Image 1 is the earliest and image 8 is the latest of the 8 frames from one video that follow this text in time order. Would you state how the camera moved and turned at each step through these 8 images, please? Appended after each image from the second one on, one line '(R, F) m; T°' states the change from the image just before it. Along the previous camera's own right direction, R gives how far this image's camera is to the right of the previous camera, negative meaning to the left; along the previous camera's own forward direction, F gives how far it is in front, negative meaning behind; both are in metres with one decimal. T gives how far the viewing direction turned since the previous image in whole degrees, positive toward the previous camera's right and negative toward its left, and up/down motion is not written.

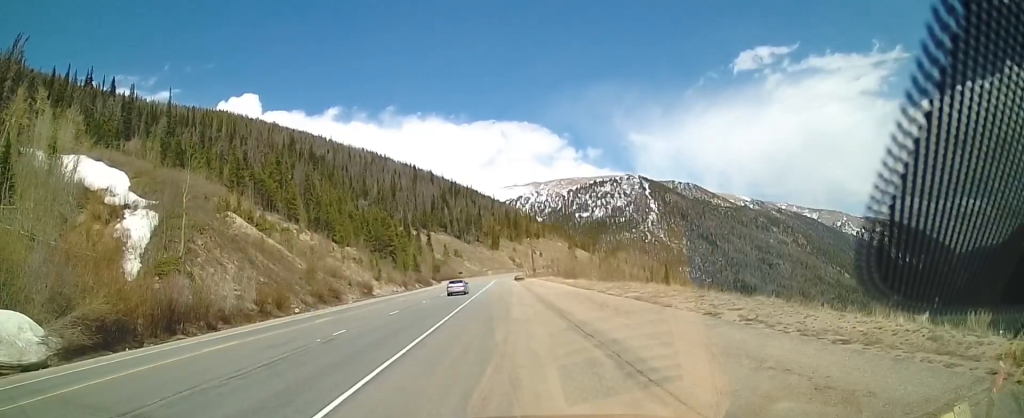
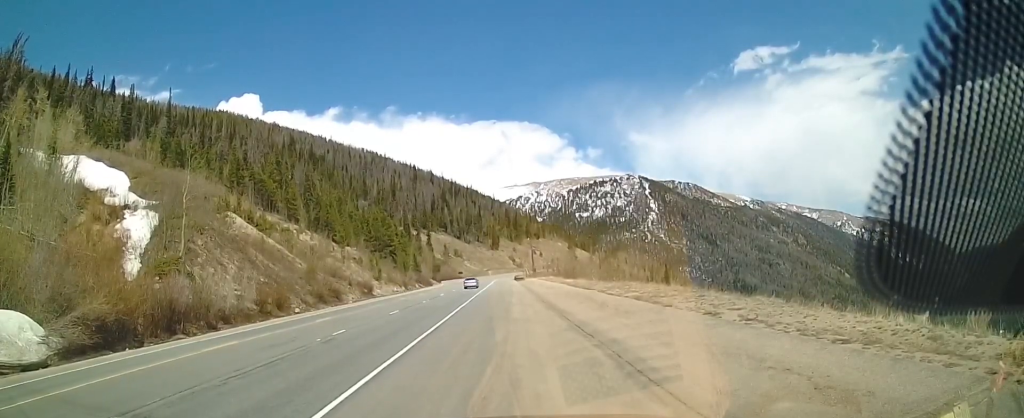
(0.0, +0.2) m; 0°
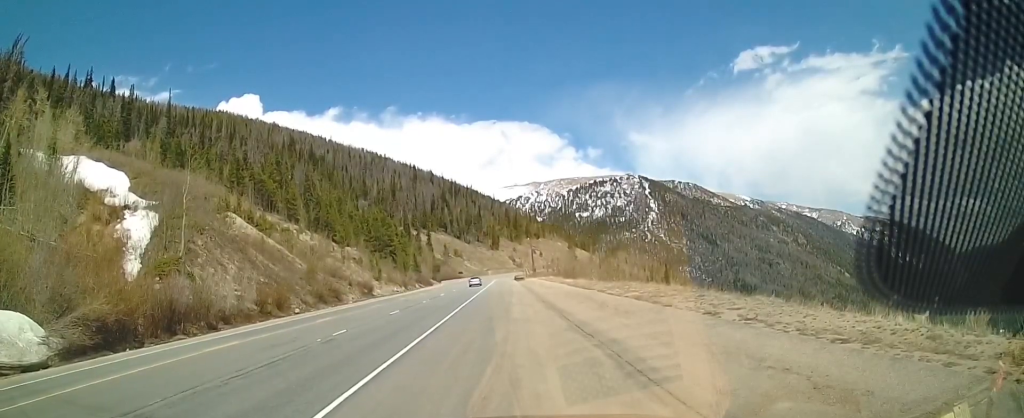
(0.0, +0.1) m; 0°
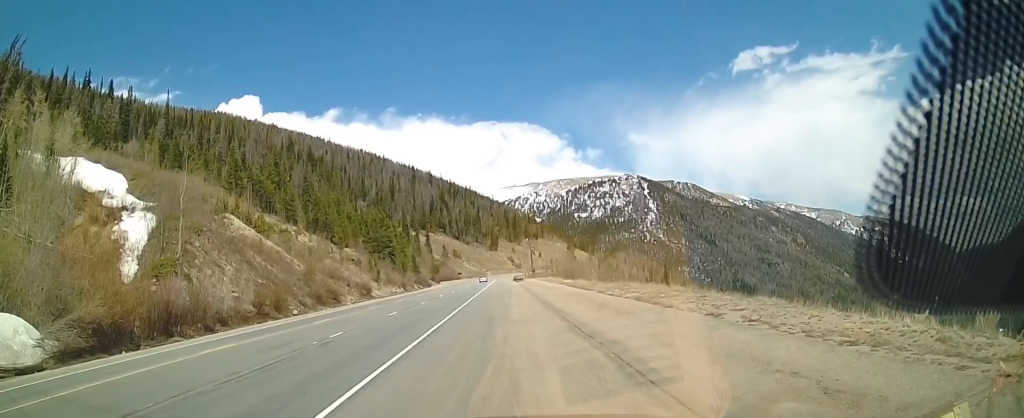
(0.0, +0.3) m; 0°
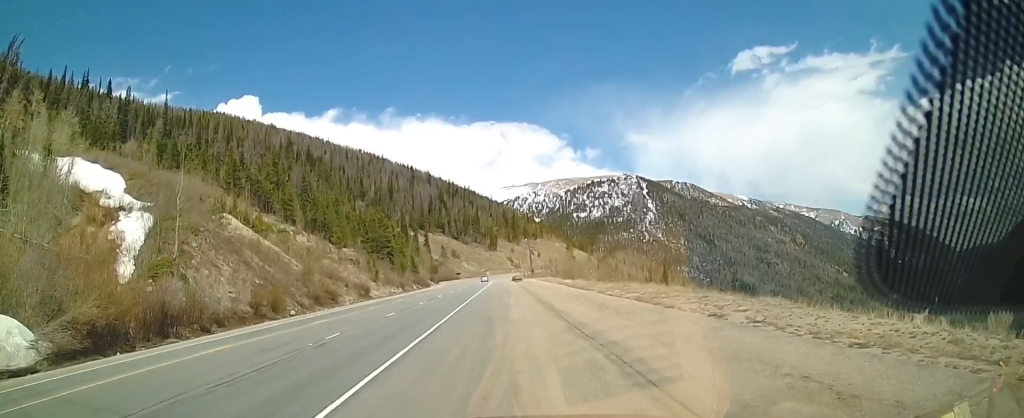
(0.0, +0.3) m; 0°
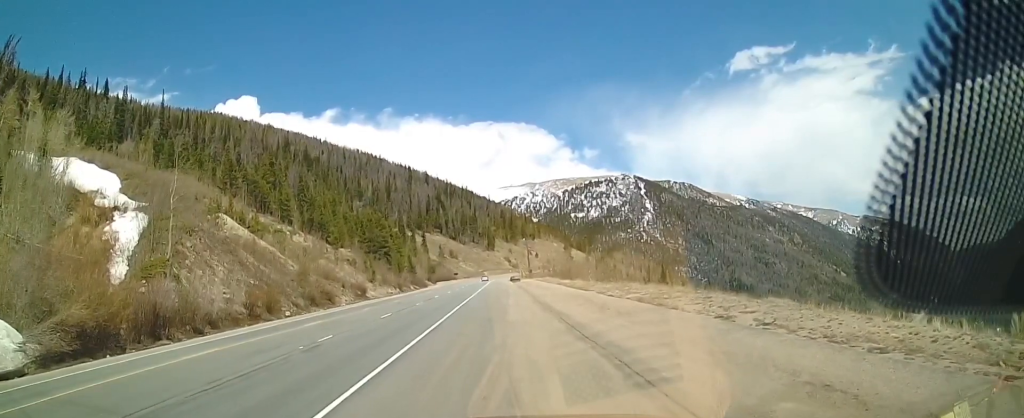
(0.0, +0.5) m; 0°
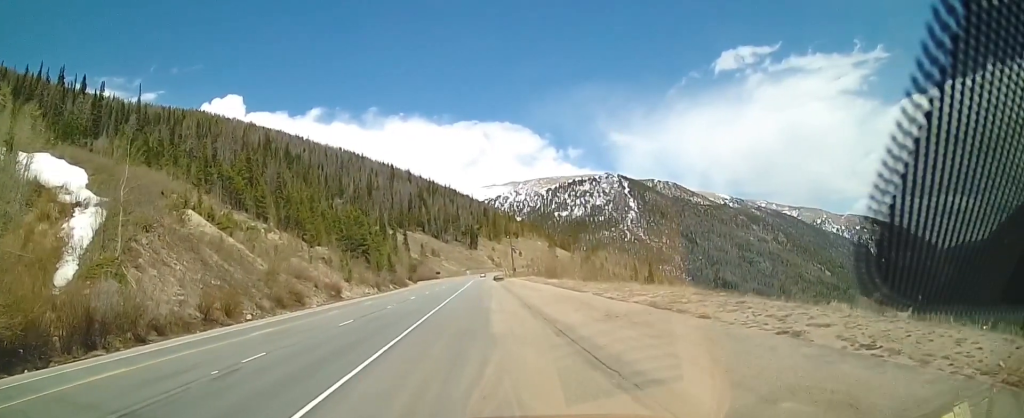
(-0.3, +3.6) m; -2°
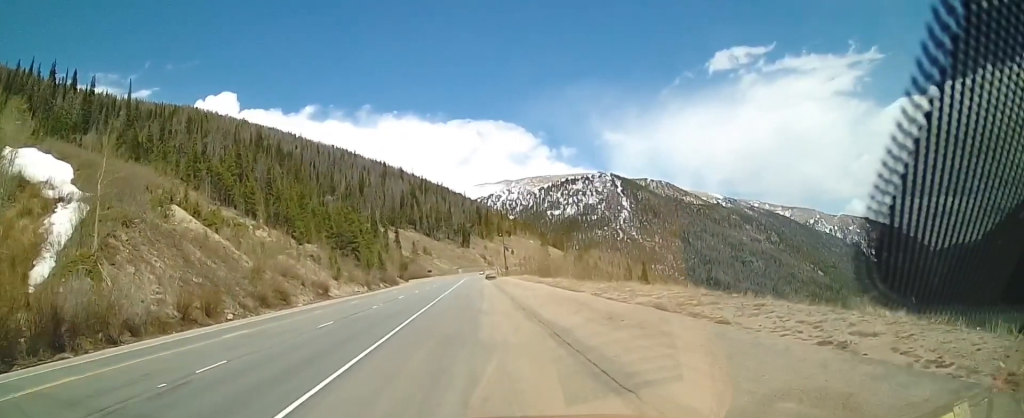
(0.0, +1.5) m; +5°
